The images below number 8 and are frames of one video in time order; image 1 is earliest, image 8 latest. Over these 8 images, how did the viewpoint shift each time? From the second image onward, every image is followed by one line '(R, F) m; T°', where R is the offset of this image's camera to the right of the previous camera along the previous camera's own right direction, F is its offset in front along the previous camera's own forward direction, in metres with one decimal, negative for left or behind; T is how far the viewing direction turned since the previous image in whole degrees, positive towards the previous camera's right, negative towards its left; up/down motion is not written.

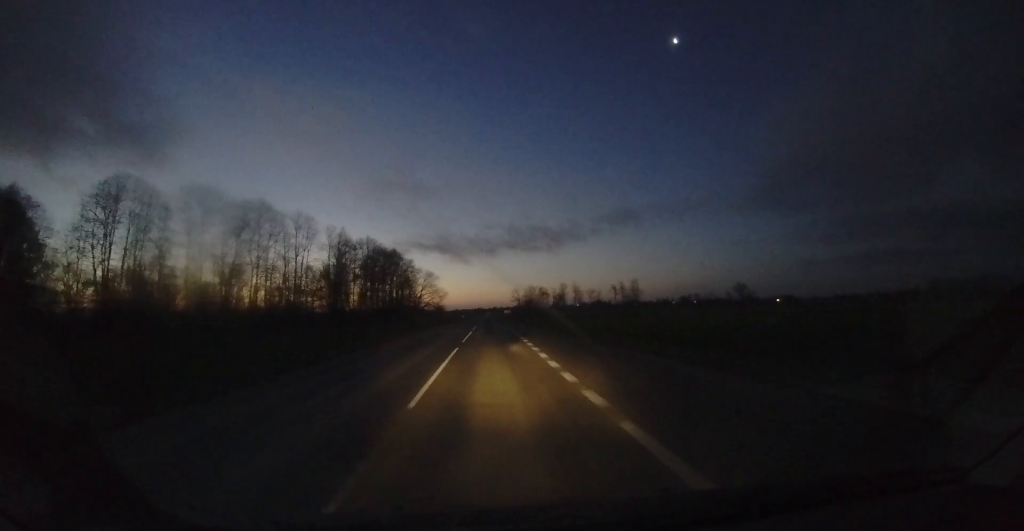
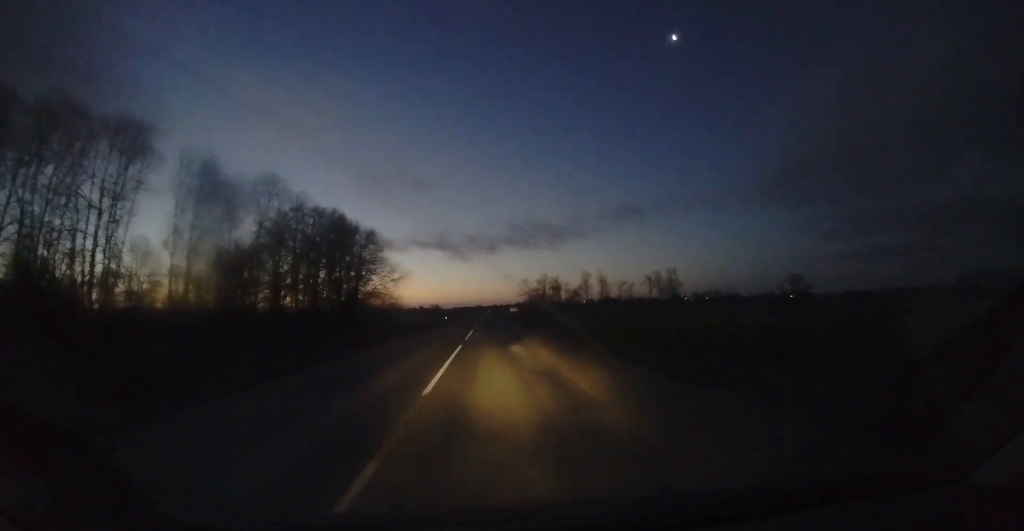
(0.0, +34.4) m; +1°
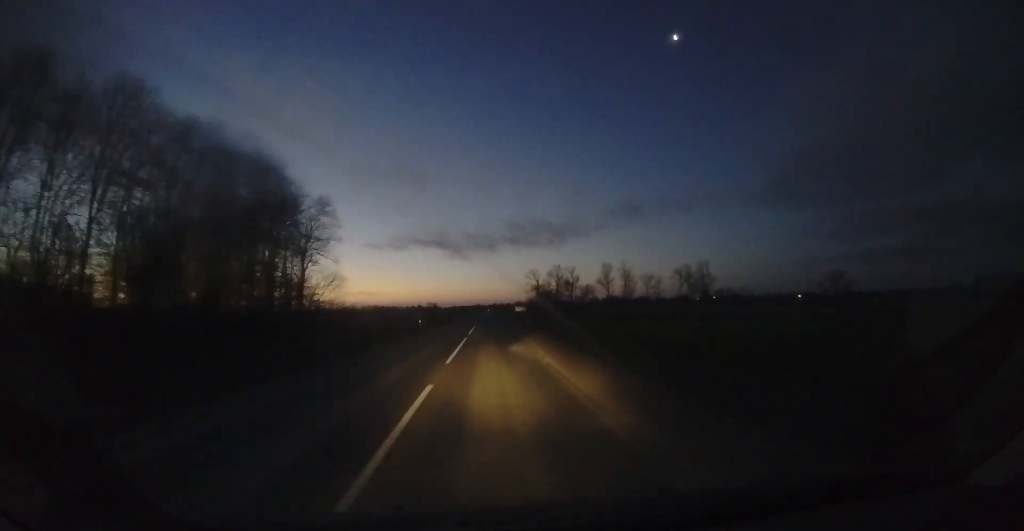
(+0.1, +20.1) m; 0°
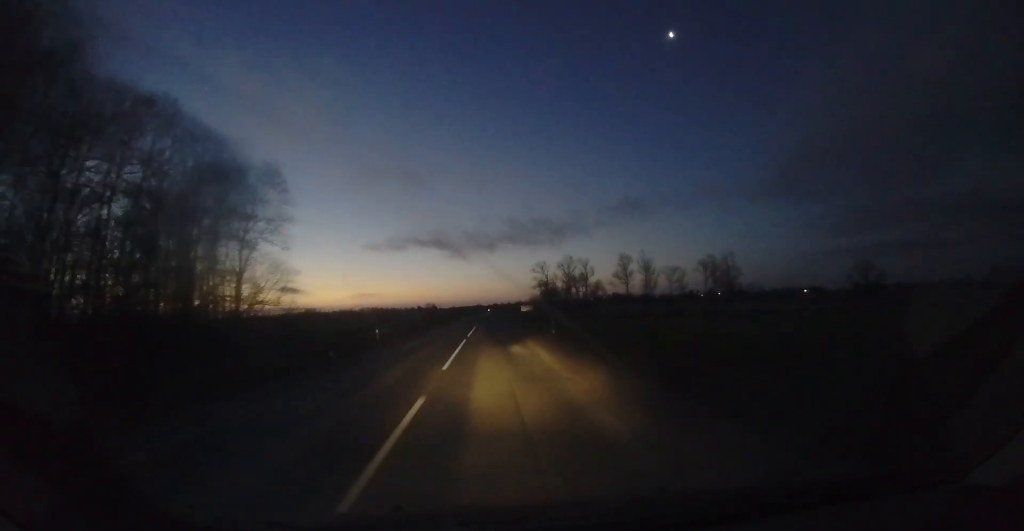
(+0.2, +12.8) m; 0°
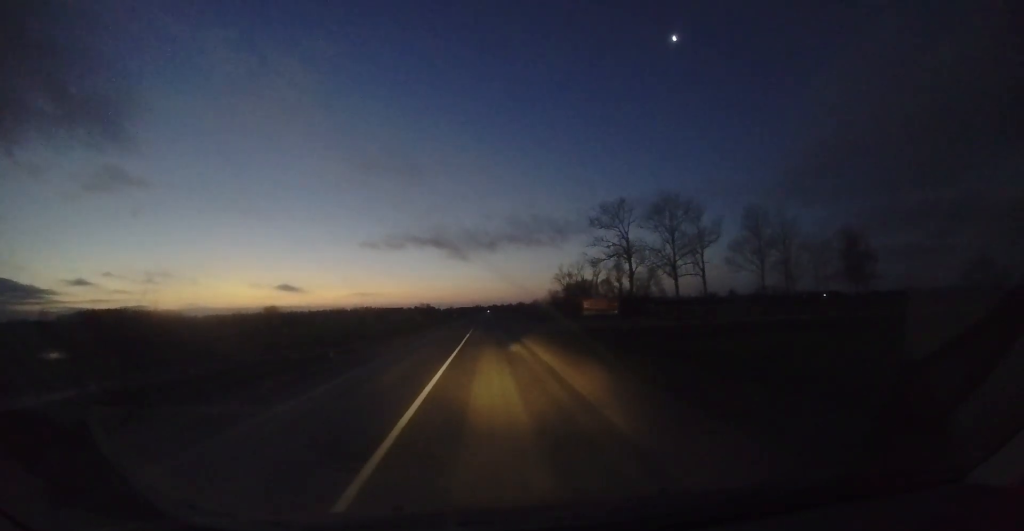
(-0.3, +42.3) m; 0°
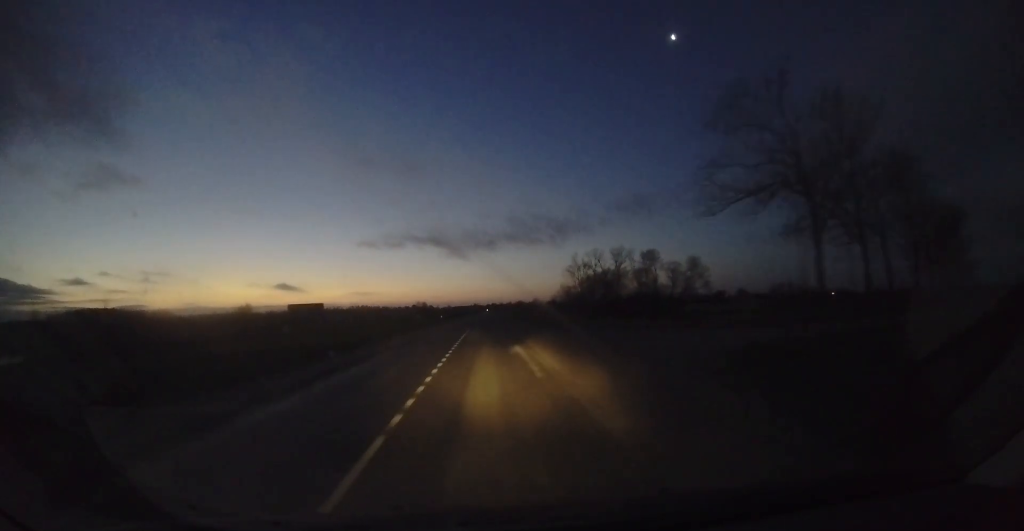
(+0.4, +19.5) m; 0°
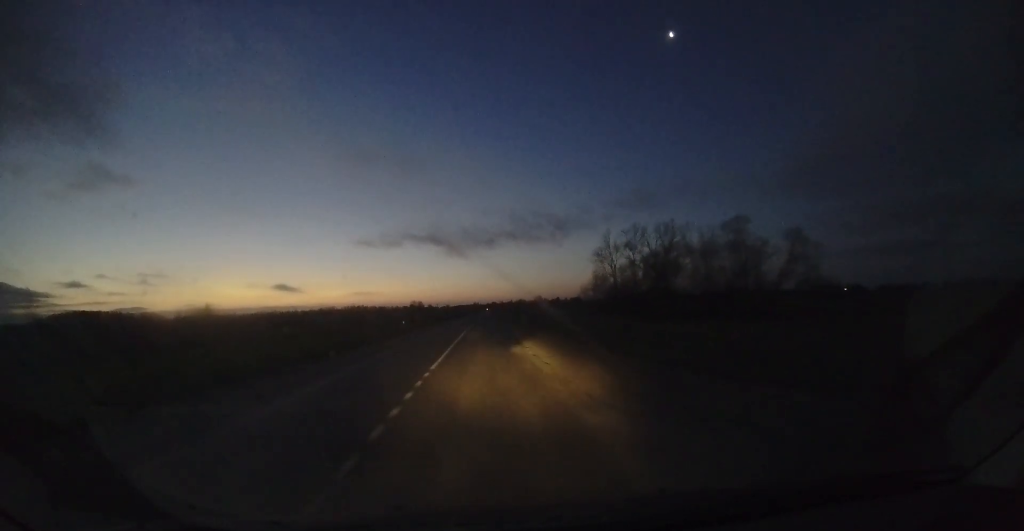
(-0.4, +26.3) m; -1°
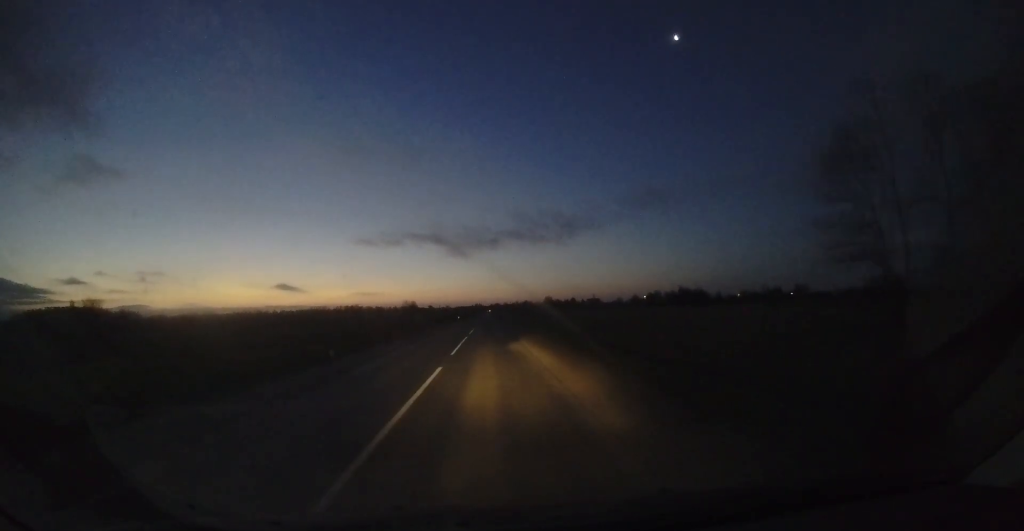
(-0.5, +52.6) m; -1°
